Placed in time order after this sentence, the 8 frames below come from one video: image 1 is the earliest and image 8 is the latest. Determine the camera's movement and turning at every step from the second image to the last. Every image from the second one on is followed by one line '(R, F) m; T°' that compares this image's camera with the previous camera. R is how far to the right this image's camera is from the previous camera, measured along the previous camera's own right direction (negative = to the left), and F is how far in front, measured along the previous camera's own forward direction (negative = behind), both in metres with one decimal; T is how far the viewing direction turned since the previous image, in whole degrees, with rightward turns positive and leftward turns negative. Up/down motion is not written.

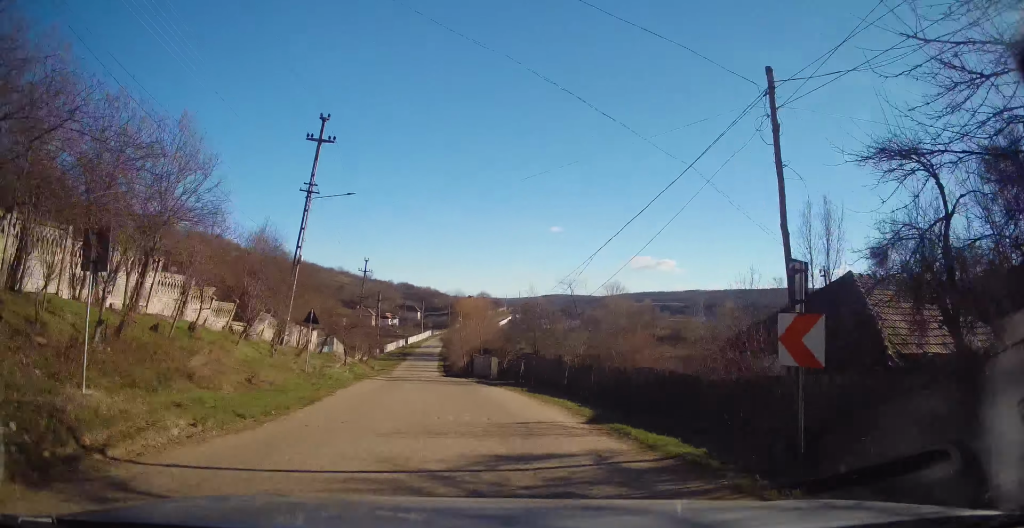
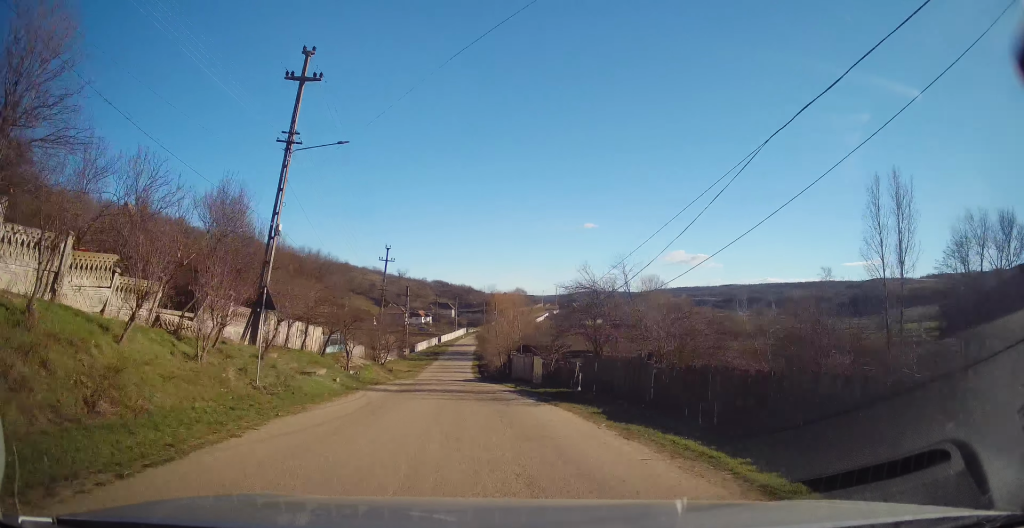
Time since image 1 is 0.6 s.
(-0.3, +7.2) m; -3°
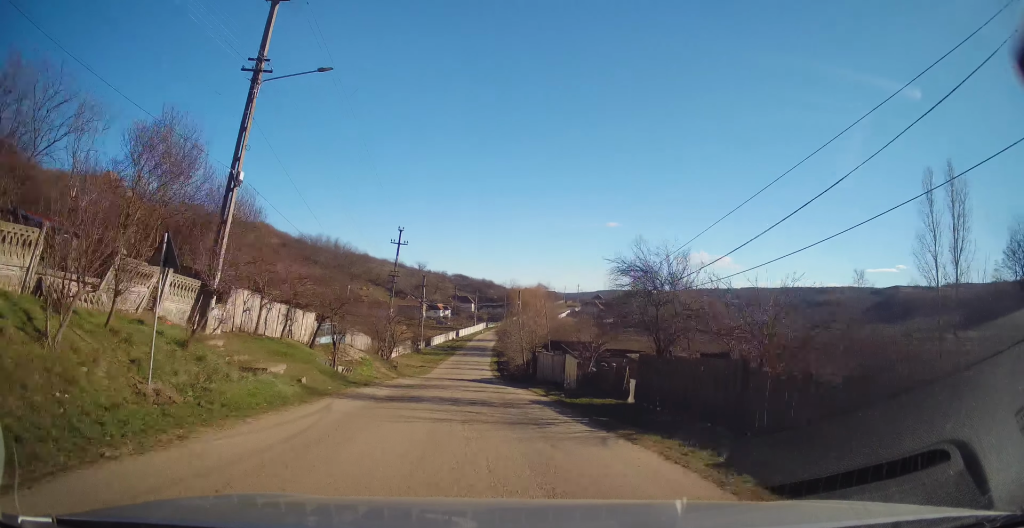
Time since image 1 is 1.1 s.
(-0.1, +5.3) m; -1°
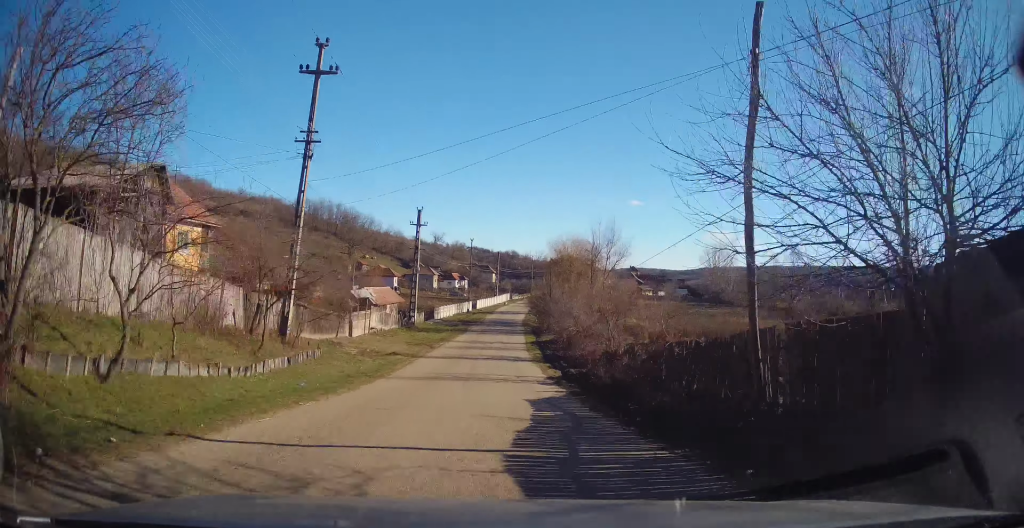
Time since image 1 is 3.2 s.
(-0.8, +28.8) m; -3°
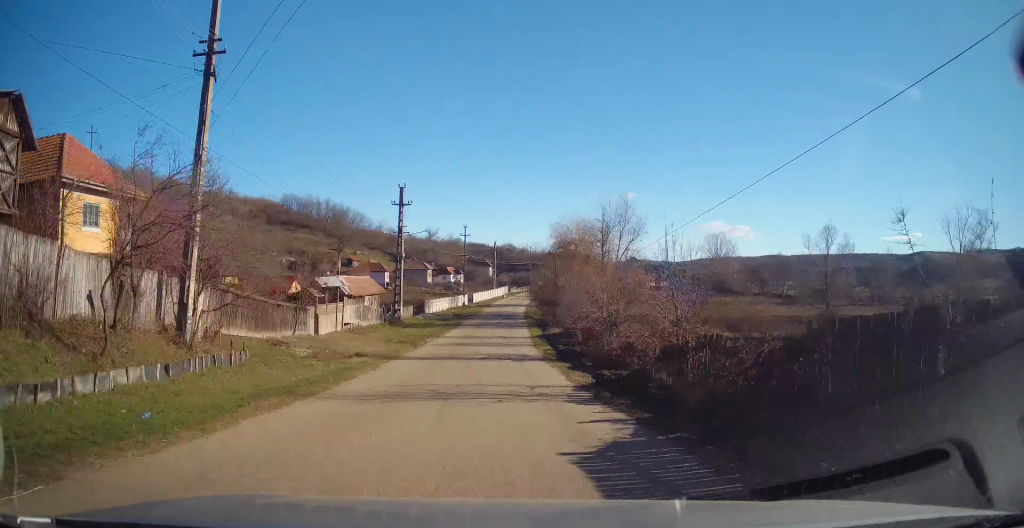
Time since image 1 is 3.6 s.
(0.0, +7.0) m; 0°
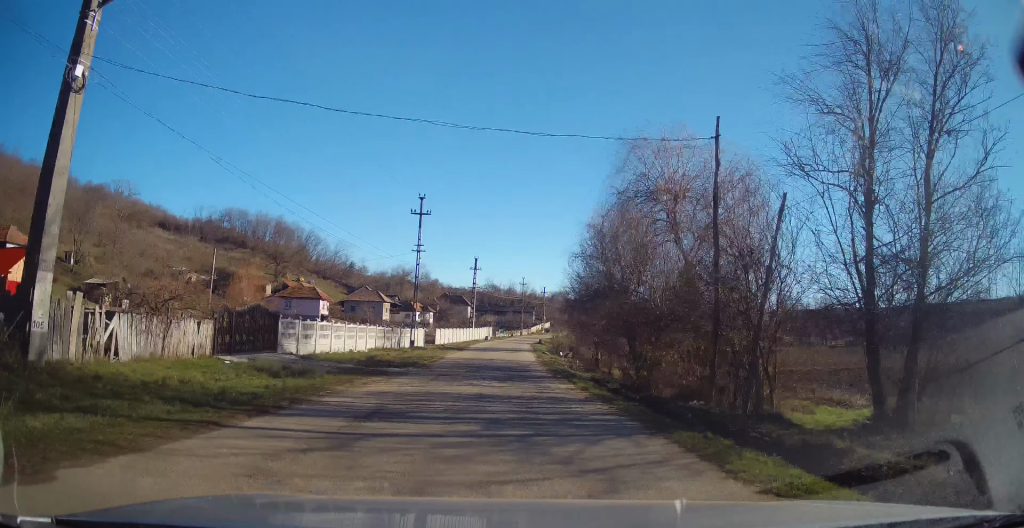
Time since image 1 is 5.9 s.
(+0.4, +37.4) m; +2°
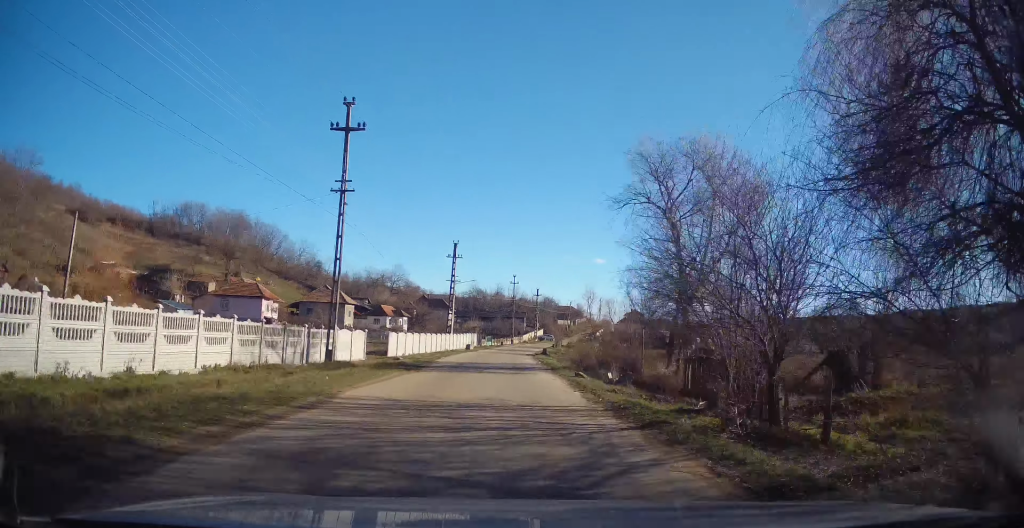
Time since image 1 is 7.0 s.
(+0.3, +18.8) m; +1°
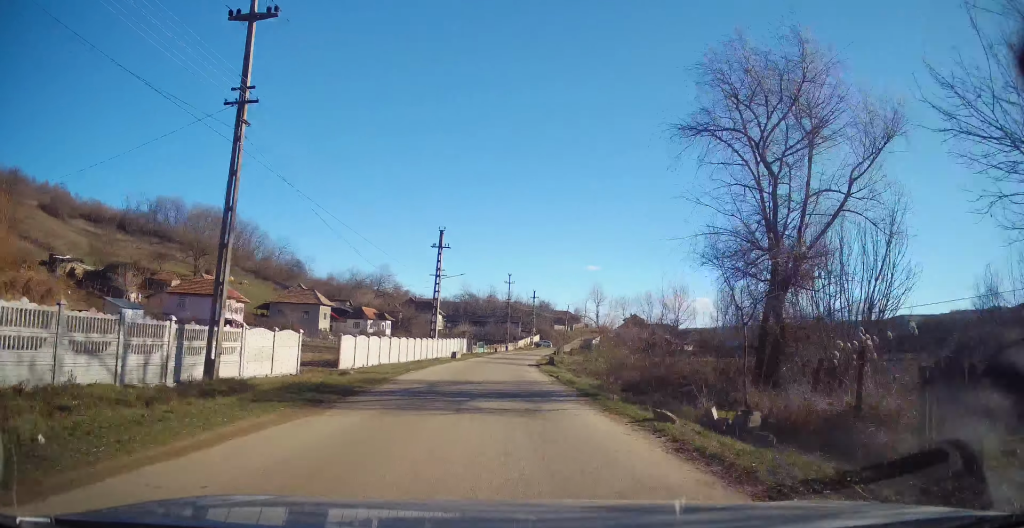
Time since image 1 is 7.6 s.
(+0.1, +9.8) m; 0°
